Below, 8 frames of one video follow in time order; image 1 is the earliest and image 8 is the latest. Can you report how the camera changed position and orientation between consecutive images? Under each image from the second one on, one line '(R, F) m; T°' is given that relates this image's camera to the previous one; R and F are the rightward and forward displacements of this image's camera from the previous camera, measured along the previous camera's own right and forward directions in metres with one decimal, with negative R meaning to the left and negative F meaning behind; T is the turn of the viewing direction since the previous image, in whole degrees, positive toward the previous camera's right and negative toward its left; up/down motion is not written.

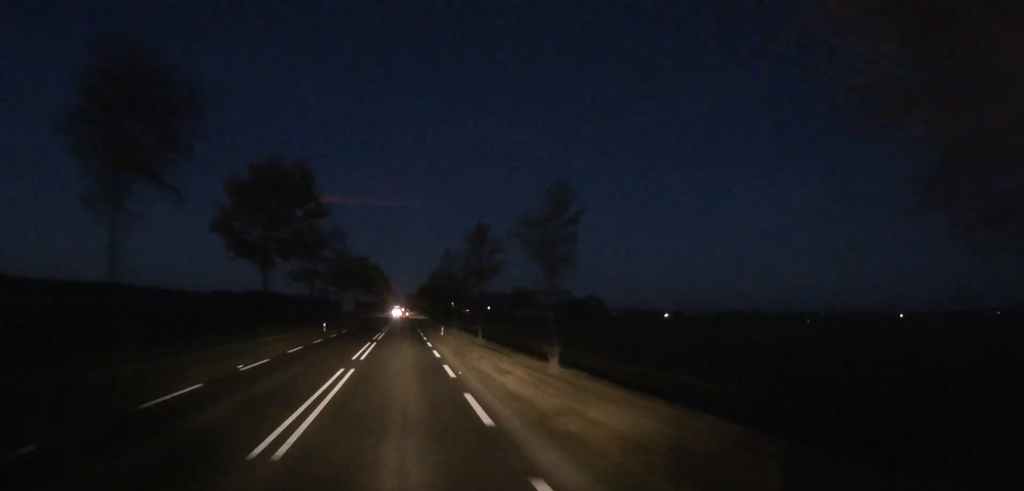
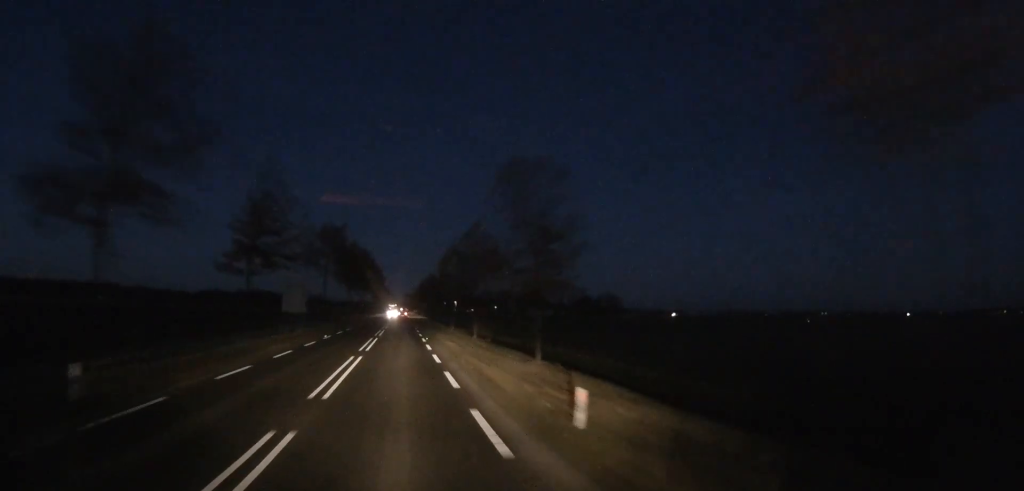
(-0.2, +32.3) m; -1°
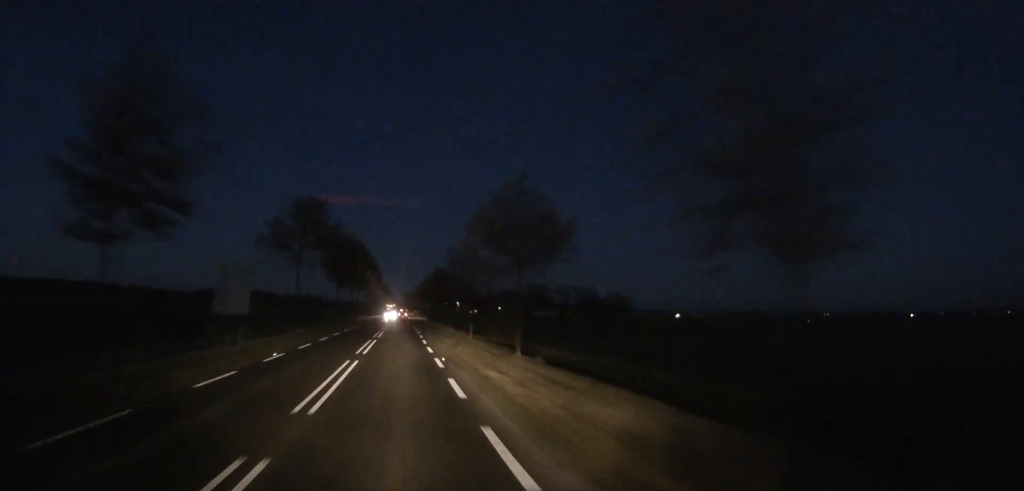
(-0.5, +13.5) m; 0°
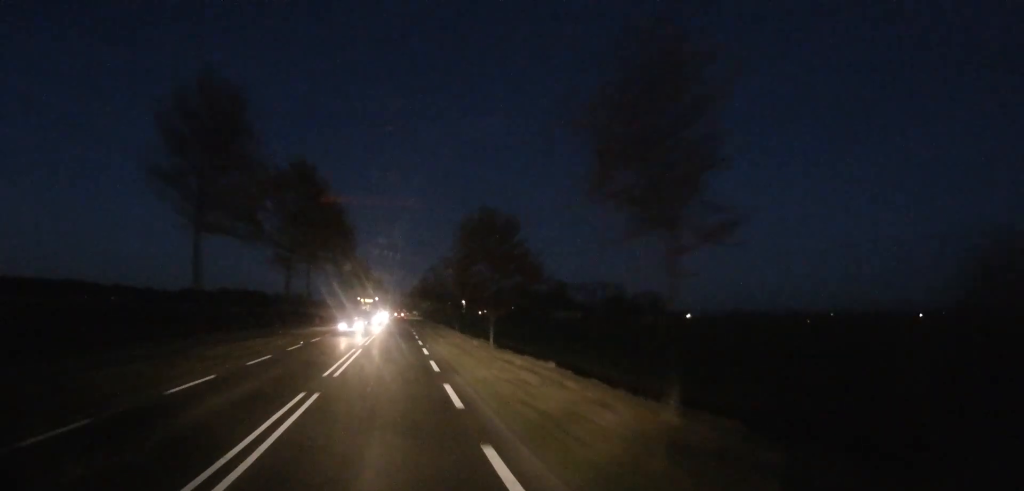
(+1.1, +42.8) m; +2°
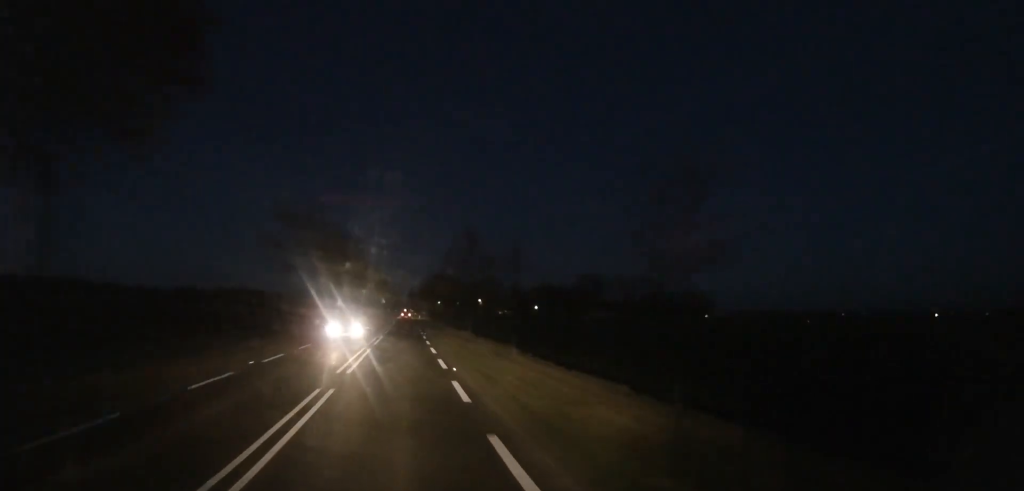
(-0.1, +35.3) m; -1°
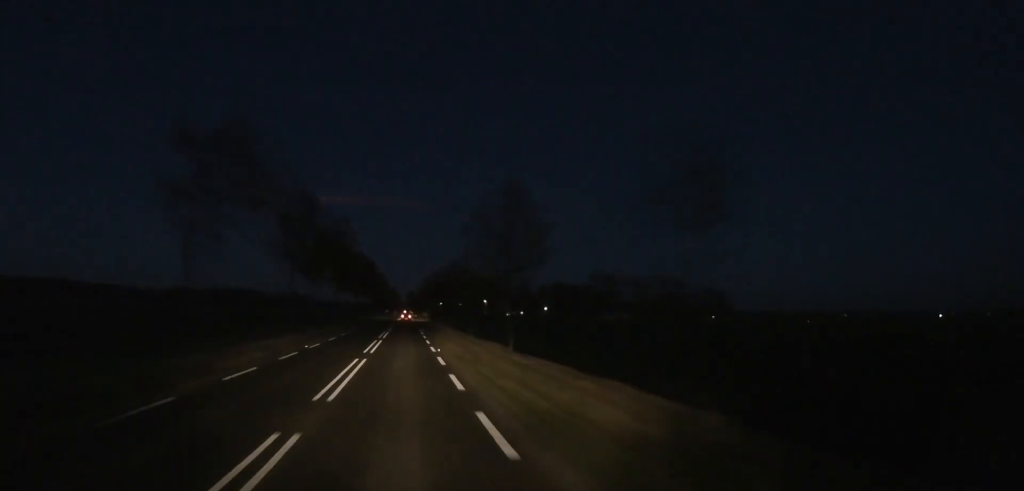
(+0.1, +16.3) m; -1°
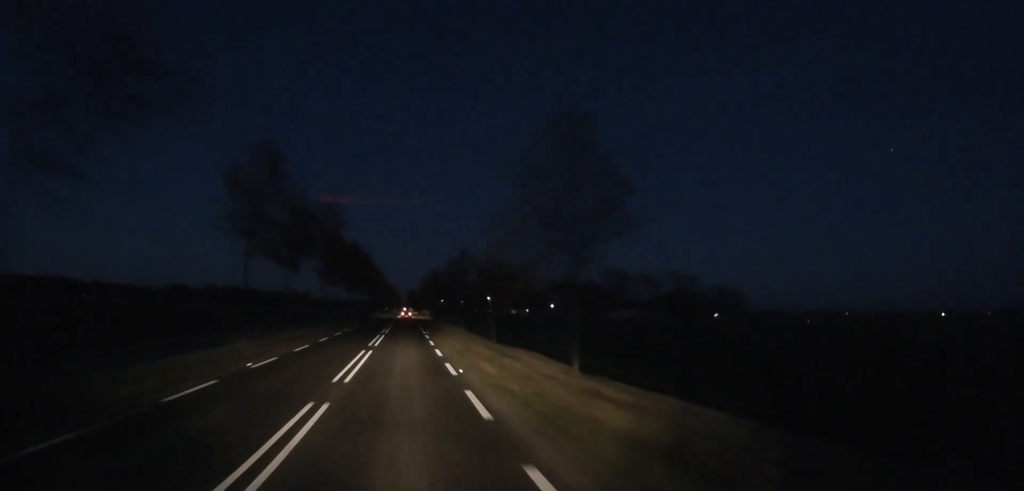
(-0.3, +9.7) m; 0°
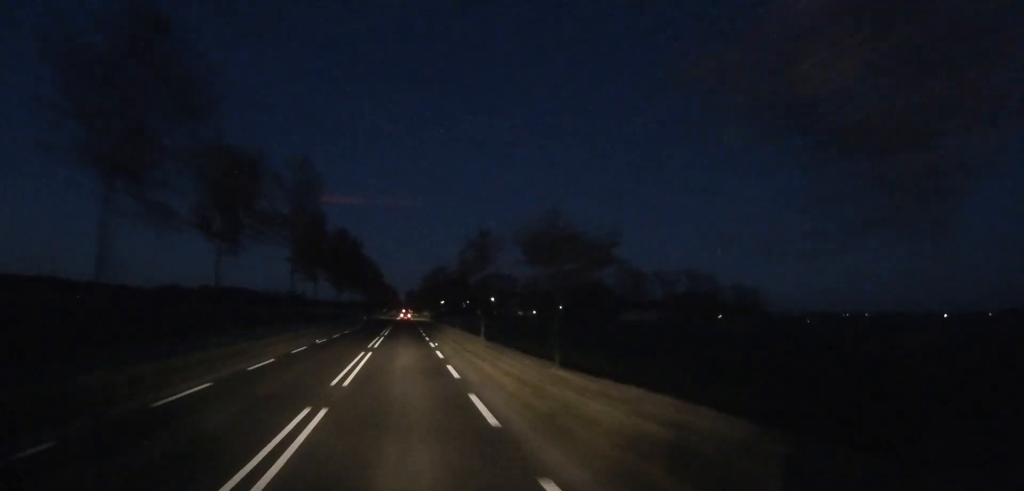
(-0.4, +12.6) m; 0°
